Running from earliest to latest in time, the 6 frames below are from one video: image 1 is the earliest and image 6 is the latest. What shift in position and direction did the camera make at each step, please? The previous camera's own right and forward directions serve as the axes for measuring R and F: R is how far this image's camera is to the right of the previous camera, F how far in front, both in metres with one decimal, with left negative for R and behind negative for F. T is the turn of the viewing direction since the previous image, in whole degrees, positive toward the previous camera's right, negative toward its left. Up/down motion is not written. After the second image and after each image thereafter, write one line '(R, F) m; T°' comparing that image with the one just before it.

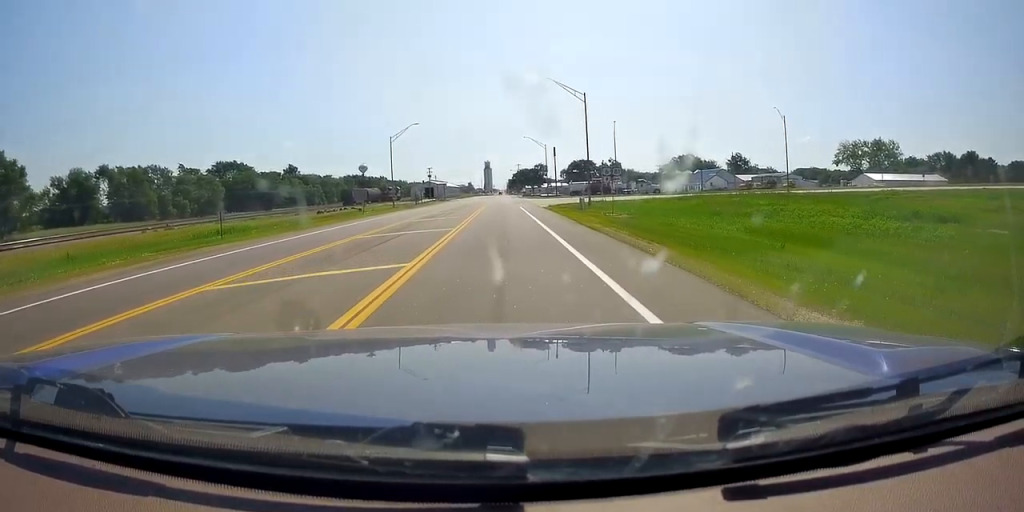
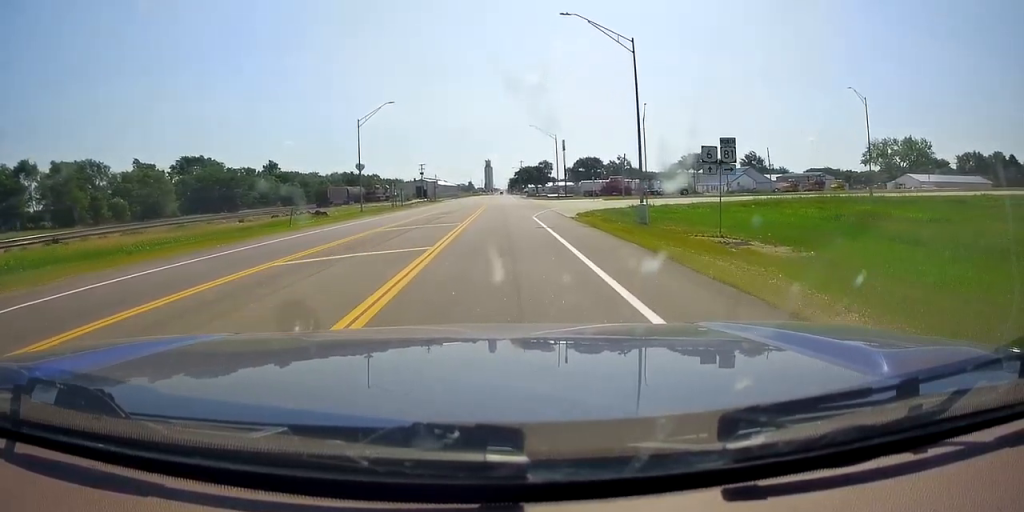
(+0.3, +21.3) m; 0°
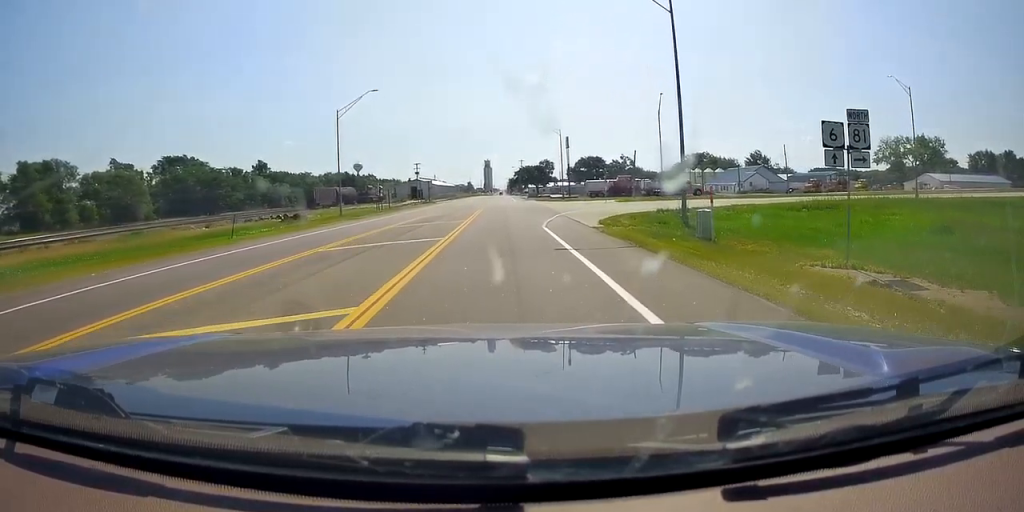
(+0.1, +8.9) m; -1°
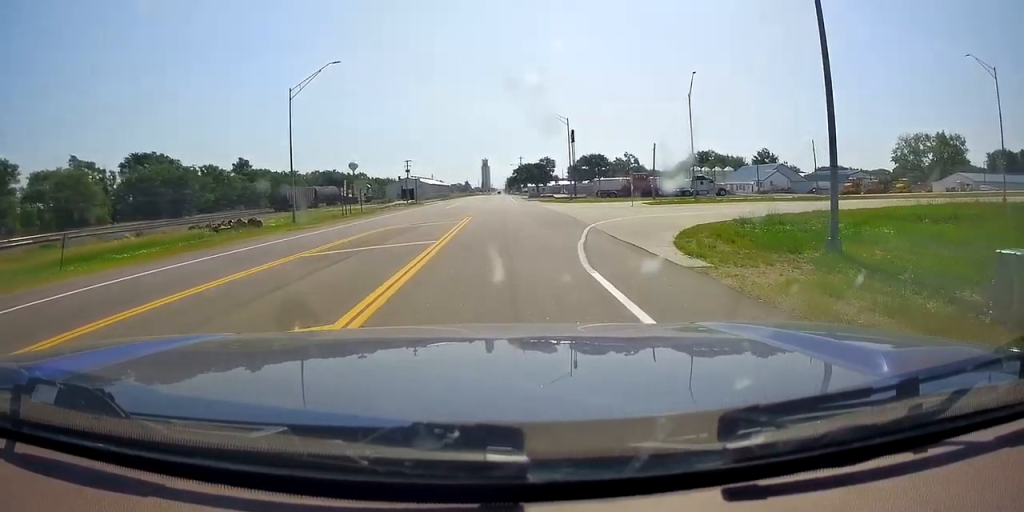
(-0.3, +13.6) m; +1°
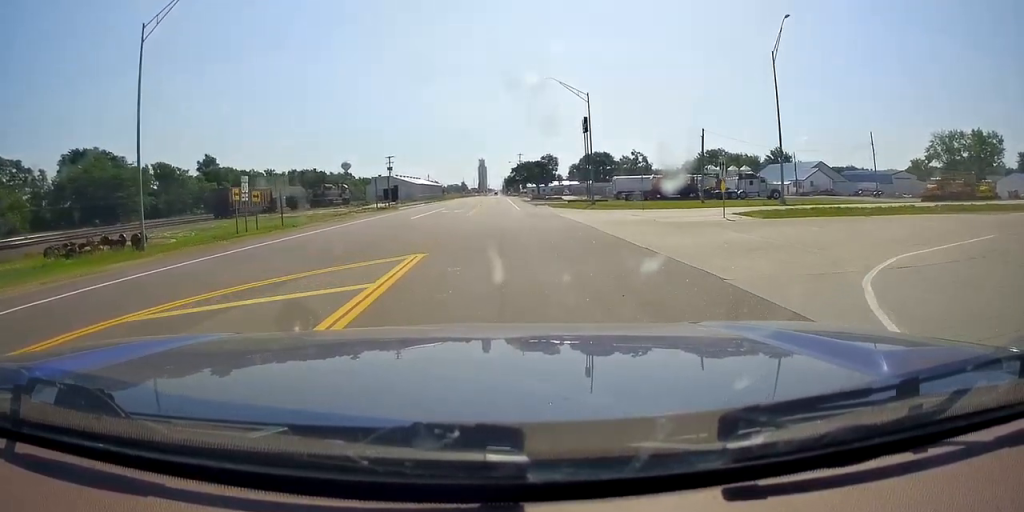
(+0.5, +21.1) m; +1°
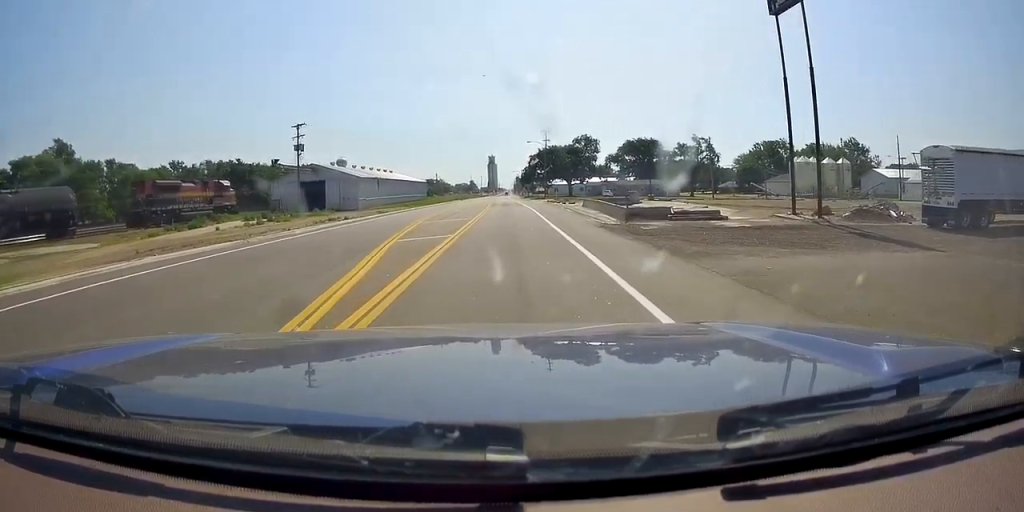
(-0.8, +66.0) m; 0°
